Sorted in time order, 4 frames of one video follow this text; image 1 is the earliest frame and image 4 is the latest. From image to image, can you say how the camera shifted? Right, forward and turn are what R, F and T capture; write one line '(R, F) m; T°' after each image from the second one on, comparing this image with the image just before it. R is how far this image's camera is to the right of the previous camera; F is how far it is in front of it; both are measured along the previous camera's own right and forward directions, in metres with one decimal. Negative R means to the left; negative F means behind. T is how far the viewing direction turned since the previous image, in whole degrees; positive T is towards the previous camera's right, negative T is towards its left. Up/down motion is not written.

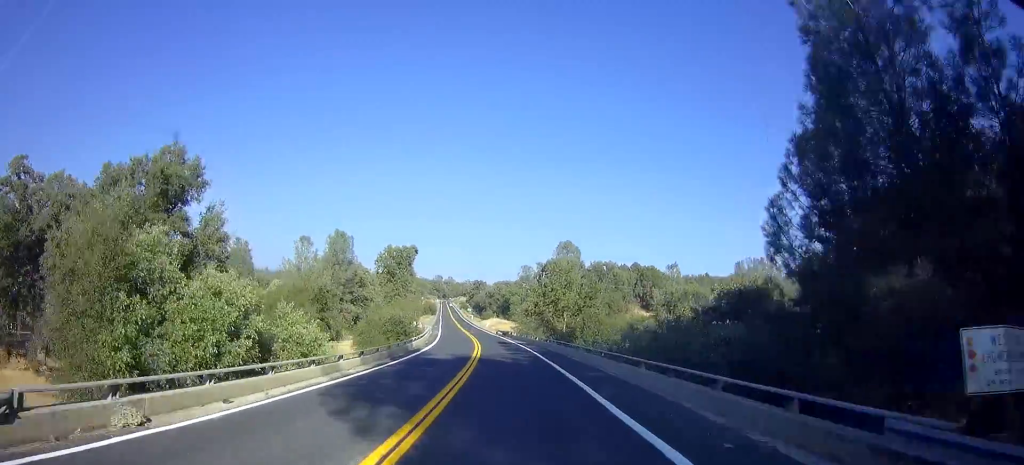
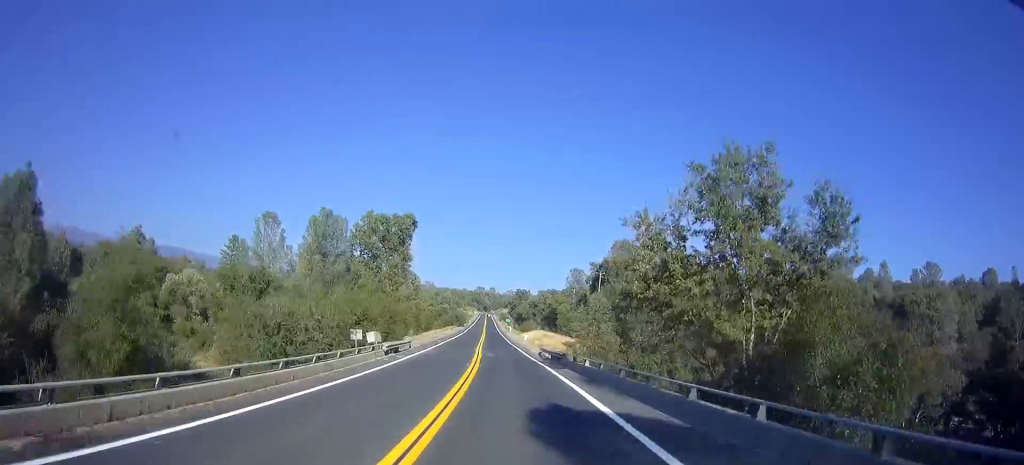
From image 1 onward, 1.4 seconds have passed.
(-1.8, +38.2) m; -5°
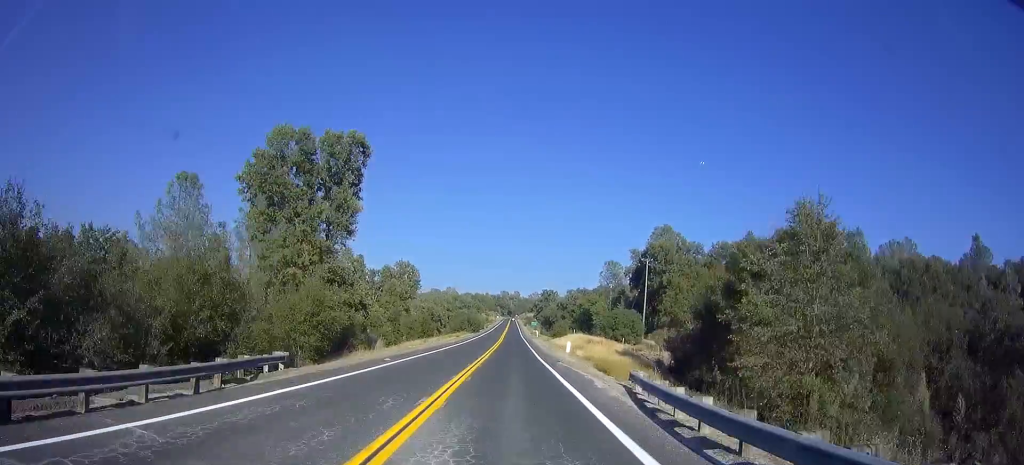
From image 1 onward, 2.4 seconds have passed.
(-0.9, +30.2) m; -2°
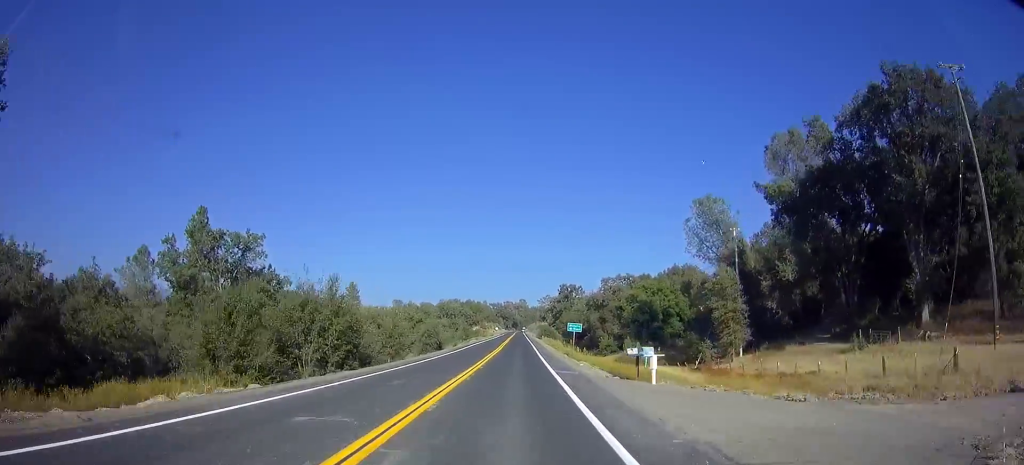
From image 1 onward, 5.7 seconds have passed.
(-1.9, +93.1) m; -1°
